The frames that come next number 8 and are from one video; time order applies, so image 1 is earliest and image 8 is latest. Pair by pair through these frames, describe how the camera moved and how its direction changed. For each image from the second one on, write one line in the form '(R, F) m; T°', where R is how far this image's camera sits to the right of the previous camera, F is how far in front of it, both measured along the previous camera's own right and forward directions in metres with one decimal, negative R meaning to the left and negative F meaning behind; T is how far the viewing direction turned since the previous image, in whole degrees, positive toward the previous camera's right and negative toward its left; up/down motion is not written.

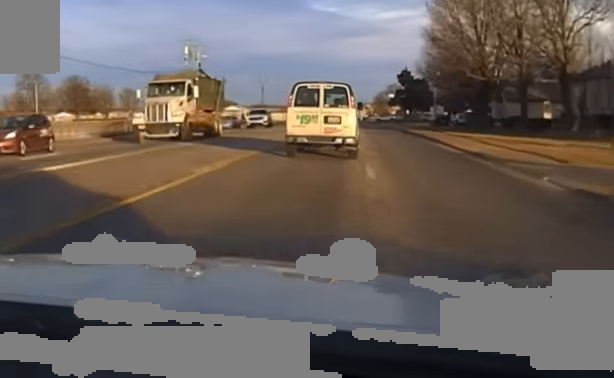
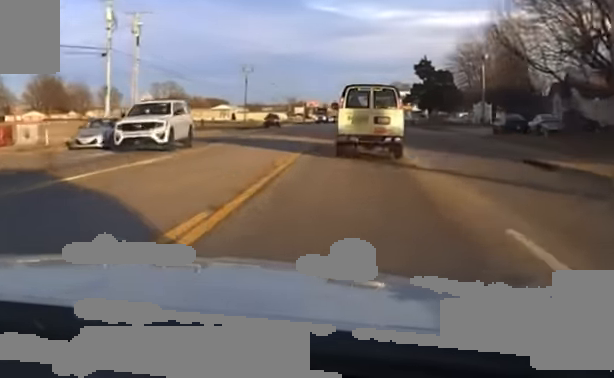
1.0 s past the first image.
(-0.5, +32.1) m; -1°
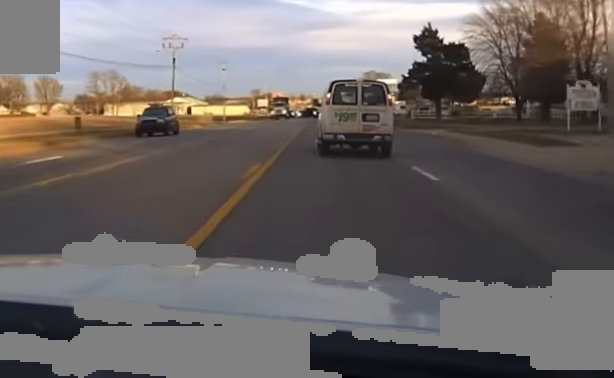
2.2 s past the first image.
(+0.4, +41.2) m; +2°
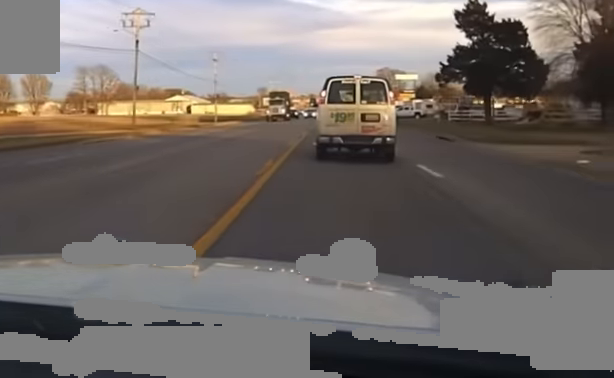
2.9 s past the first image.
(+0.6, +25.1) m; +1°
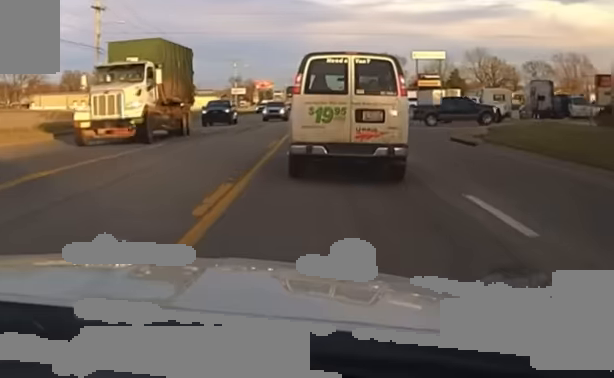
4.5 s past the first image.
(+0.2, +59.9) m; 0°
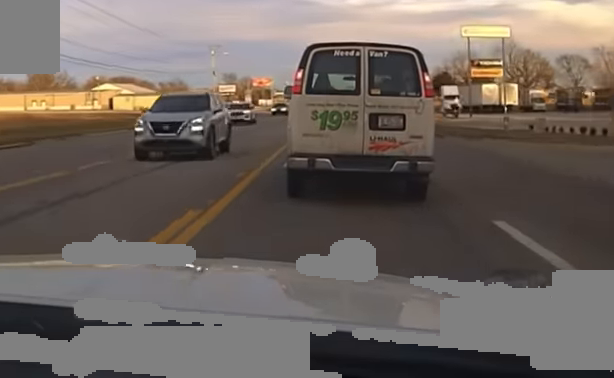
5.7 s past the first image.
(-0.3, +37.6) m; 0°
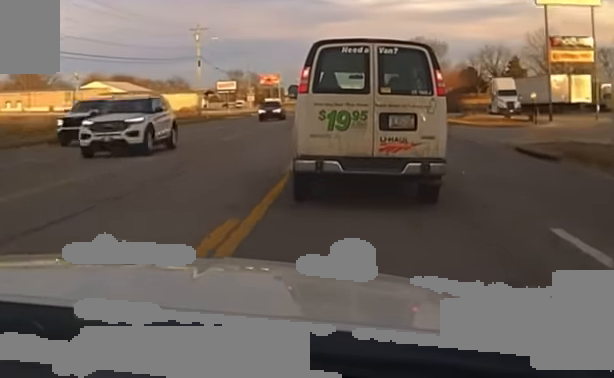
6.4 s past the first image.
(0.0, +24.2) m; 0°
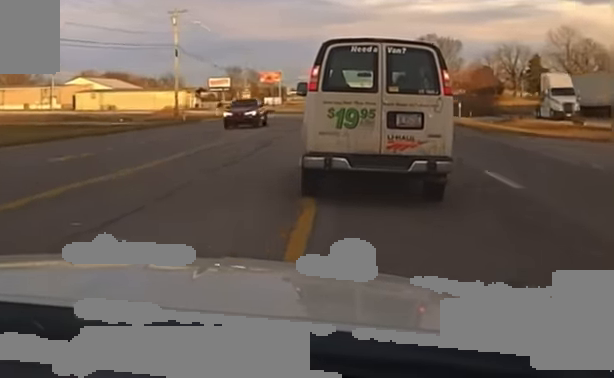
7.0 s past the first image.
(+0.2, +17.8) m; 0°
